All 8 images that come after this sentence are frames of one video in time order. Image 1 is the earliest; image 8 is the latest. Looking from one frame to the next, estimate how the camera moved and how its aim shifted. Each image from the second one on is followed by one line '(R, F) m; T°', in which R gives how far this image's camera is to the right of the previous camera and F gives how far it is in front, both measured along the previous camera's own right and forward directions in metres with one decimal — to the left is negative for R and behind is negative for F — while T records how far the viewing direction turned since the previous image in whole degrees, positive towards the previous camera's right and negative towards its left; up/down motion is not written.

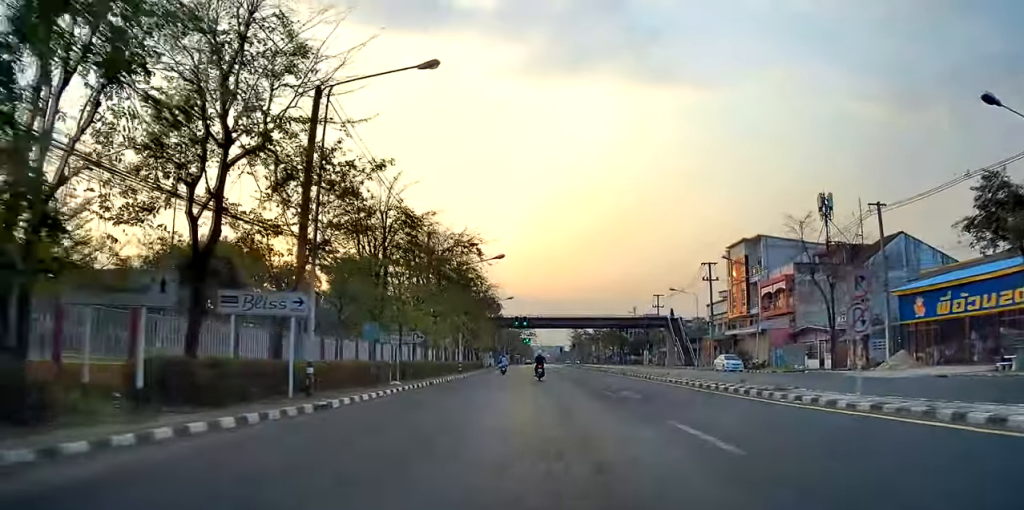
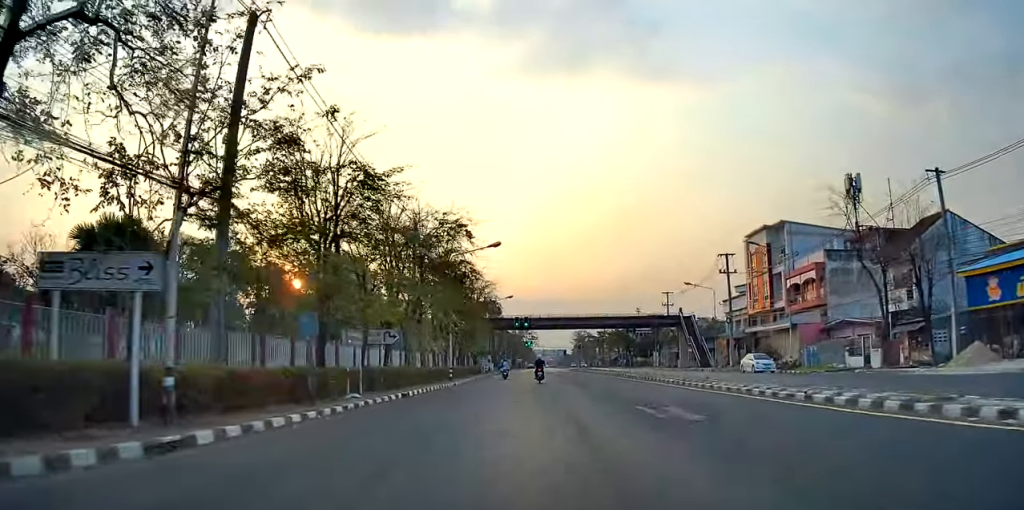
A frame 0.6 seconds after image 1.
(0.0, +6.9) m; 0°
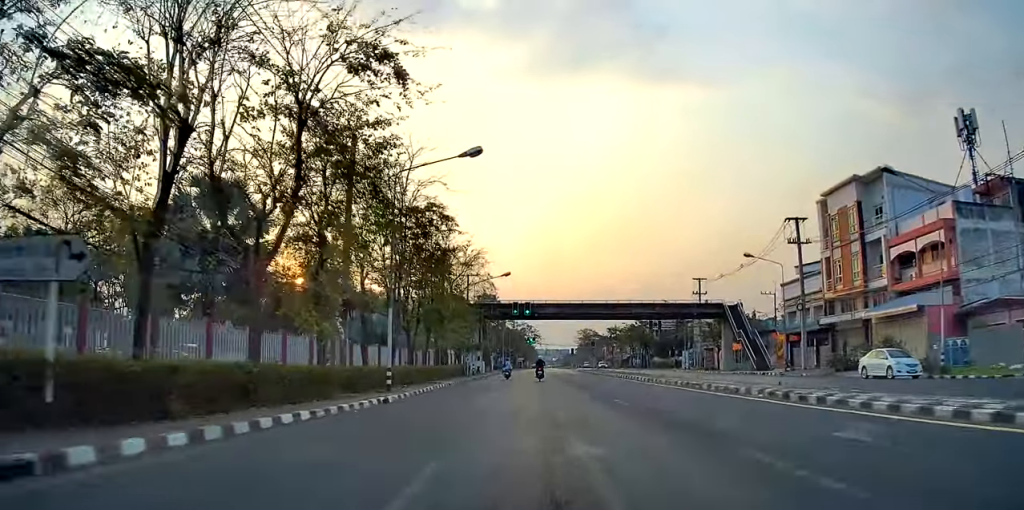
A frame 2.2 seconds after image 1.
(-0.1, +18.8) m; -1°
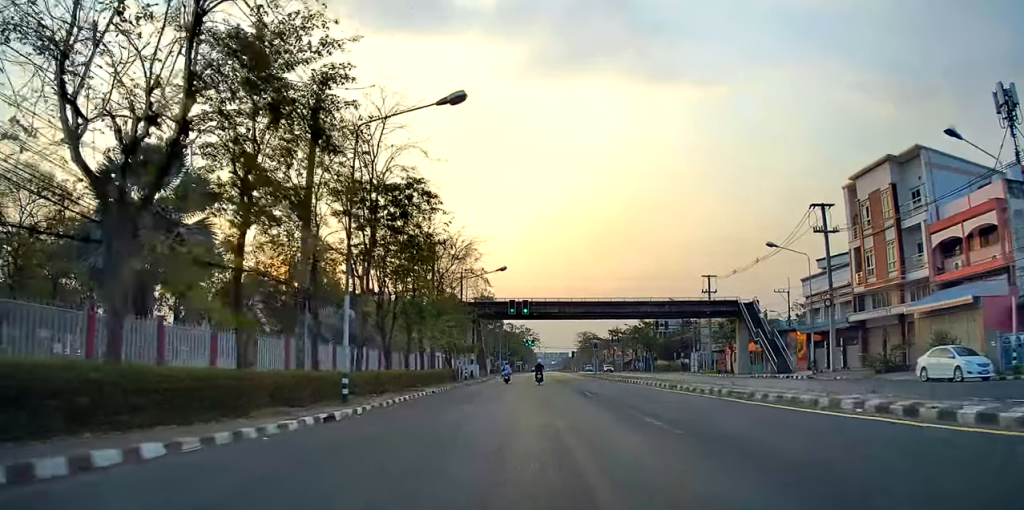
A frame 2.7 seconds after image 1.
(+0.1, +5.5) m; -1°
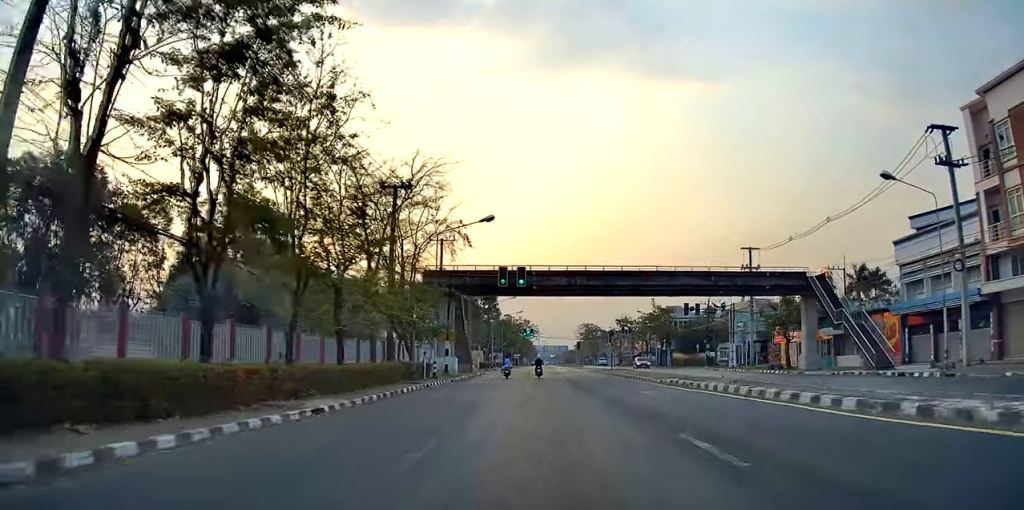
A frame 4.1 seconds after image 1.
(-0.5, +16.8) m; -2°
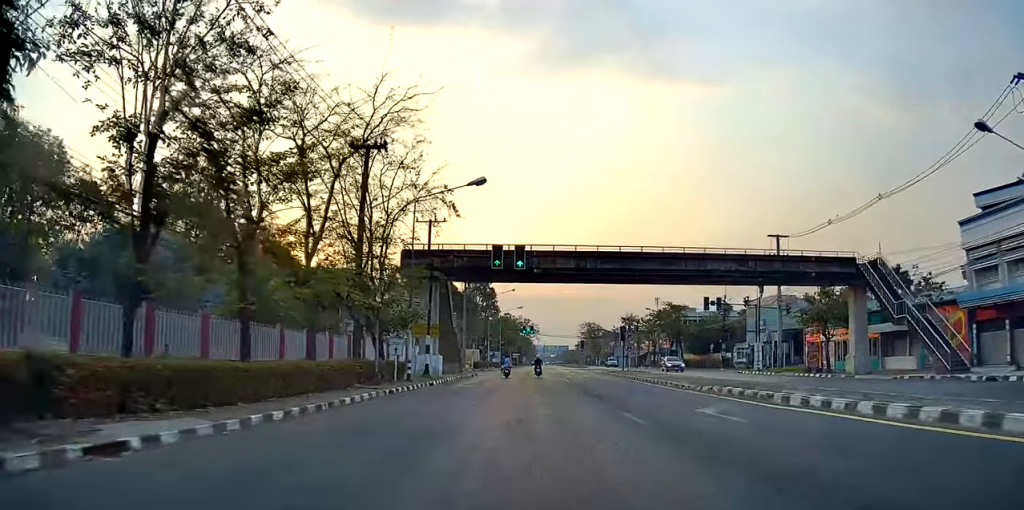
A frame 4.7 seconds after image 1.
(-0.1, +7.9) m; +2°
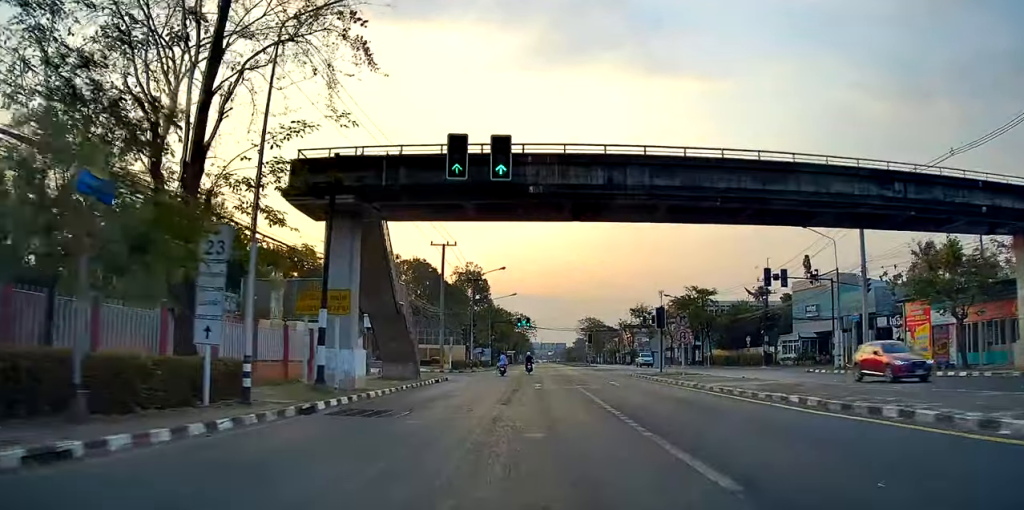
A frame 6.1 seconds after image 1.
(+0.6, +17.1) m; 0°
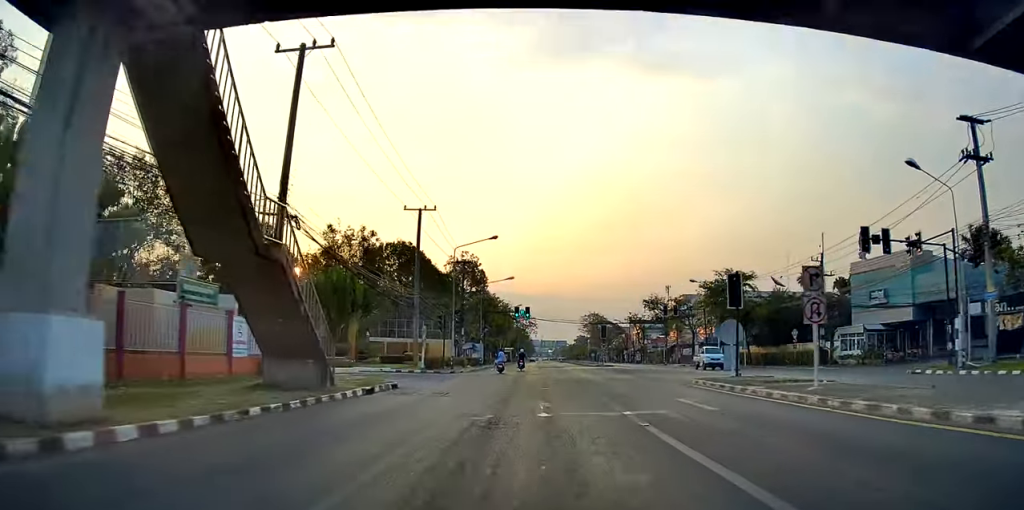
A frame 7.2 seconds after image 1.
(-0.5, +13.8) m; -1°
